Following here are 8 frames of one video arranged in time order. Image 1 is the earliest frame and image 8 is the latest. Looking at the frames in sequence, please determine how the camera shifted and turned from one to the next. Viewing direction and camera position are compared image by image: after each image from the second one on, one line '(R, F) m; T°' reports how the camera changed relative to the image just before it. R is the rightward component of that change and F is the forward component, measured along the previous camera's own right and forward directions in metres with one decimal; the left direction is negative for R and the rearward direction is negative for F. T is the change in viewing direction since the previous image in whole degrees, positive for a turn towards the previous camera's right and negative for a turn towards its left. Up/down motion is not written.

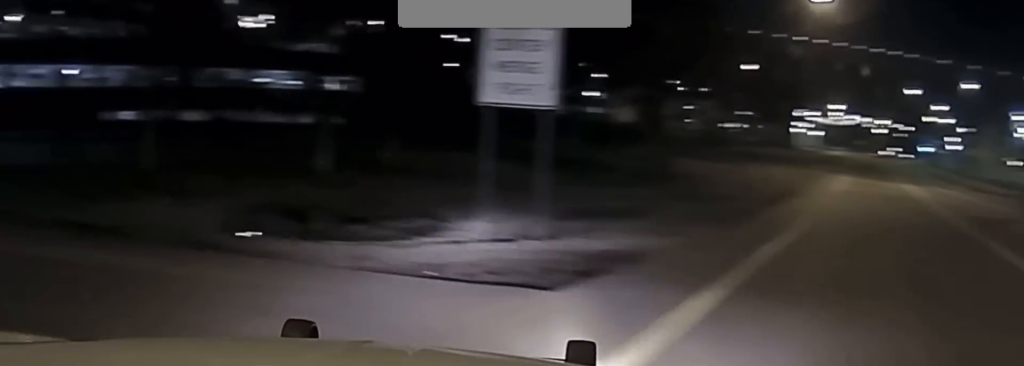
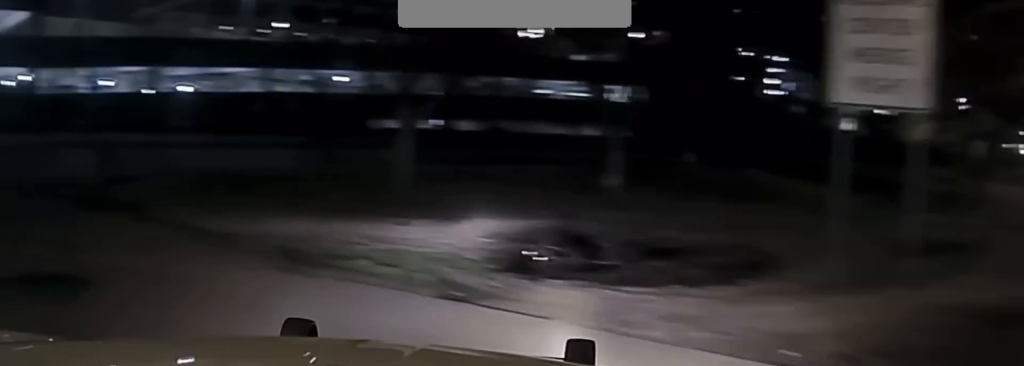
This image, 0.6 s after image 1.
(-0.2, +4.3) m; -19°
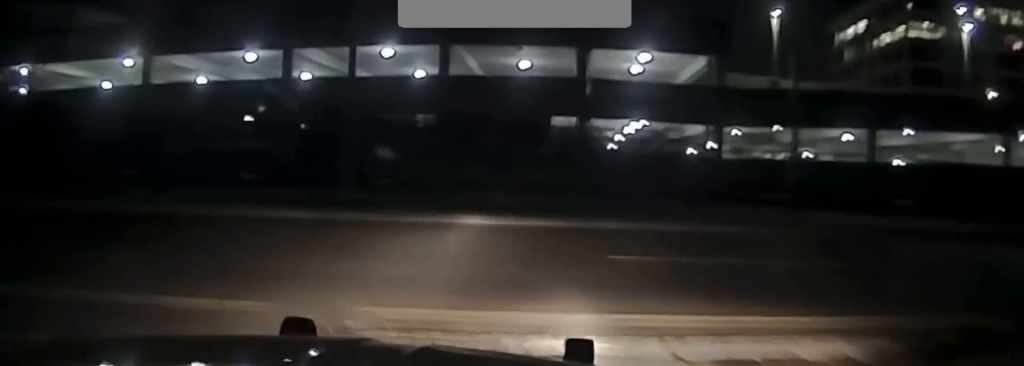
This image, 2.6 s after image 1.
(-5.9, +10.7) m; -46°
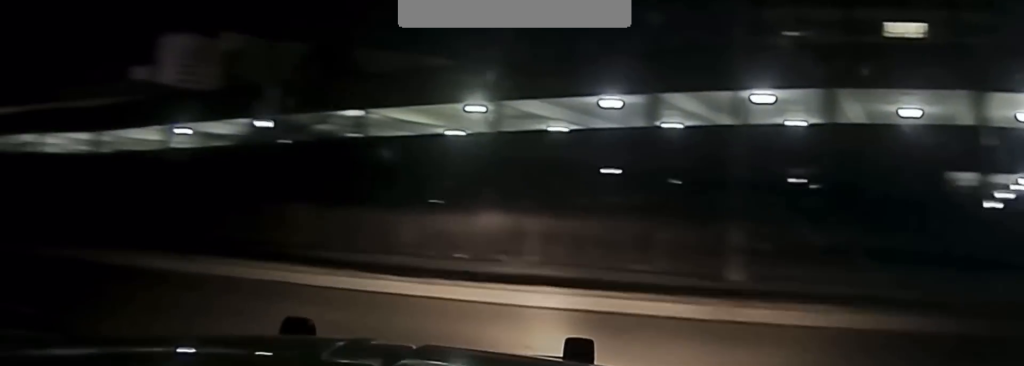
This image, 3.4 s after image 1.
(-0.8, +5.1) m; -26°
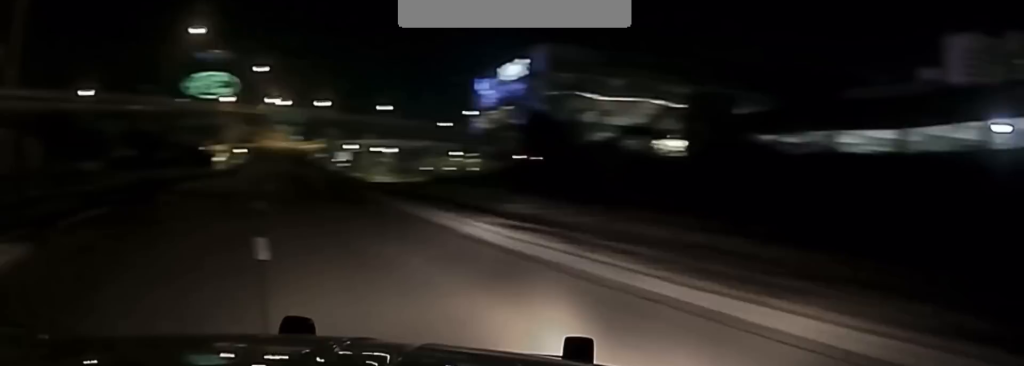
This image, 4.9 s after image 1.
(-4.3, +8.3) m; -43°
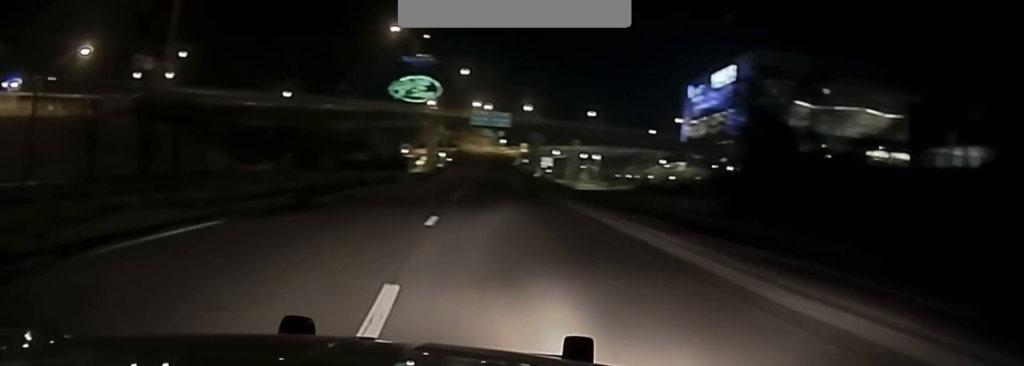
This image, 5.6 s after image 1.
(-0.6, +5.0) m; -12°
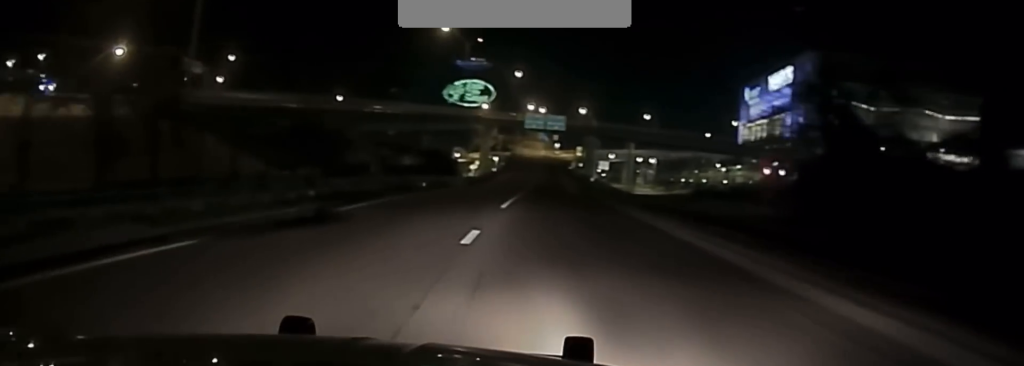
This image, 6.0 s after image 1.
(-0.2, +3.1) m; -3°
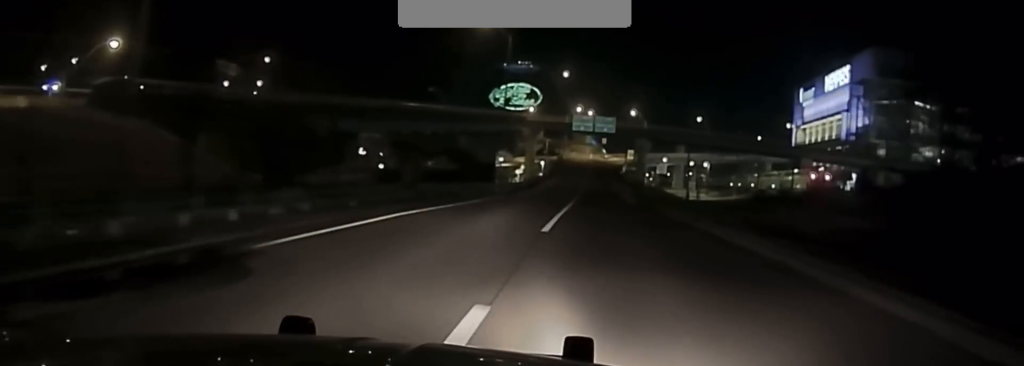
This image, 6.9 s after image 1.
(-0.4, +7.4) m; -3°
